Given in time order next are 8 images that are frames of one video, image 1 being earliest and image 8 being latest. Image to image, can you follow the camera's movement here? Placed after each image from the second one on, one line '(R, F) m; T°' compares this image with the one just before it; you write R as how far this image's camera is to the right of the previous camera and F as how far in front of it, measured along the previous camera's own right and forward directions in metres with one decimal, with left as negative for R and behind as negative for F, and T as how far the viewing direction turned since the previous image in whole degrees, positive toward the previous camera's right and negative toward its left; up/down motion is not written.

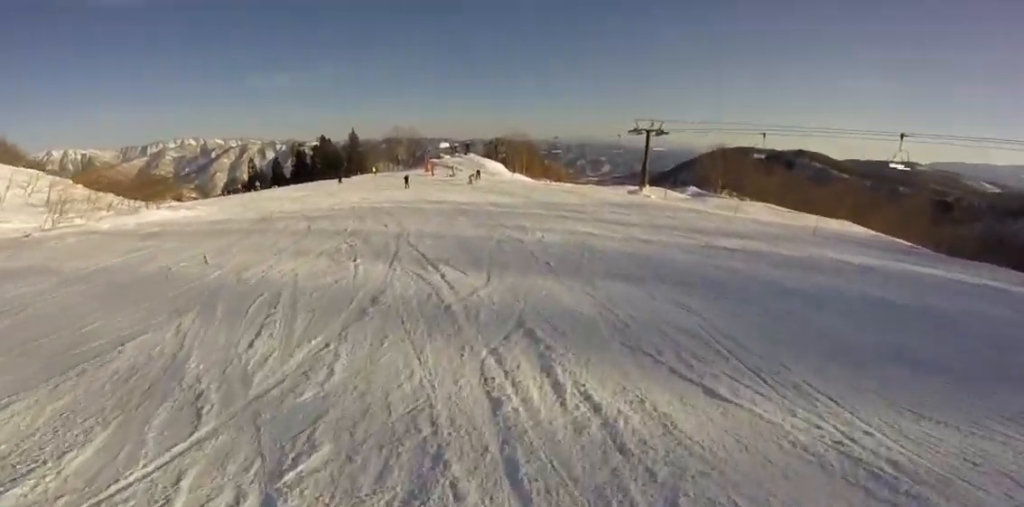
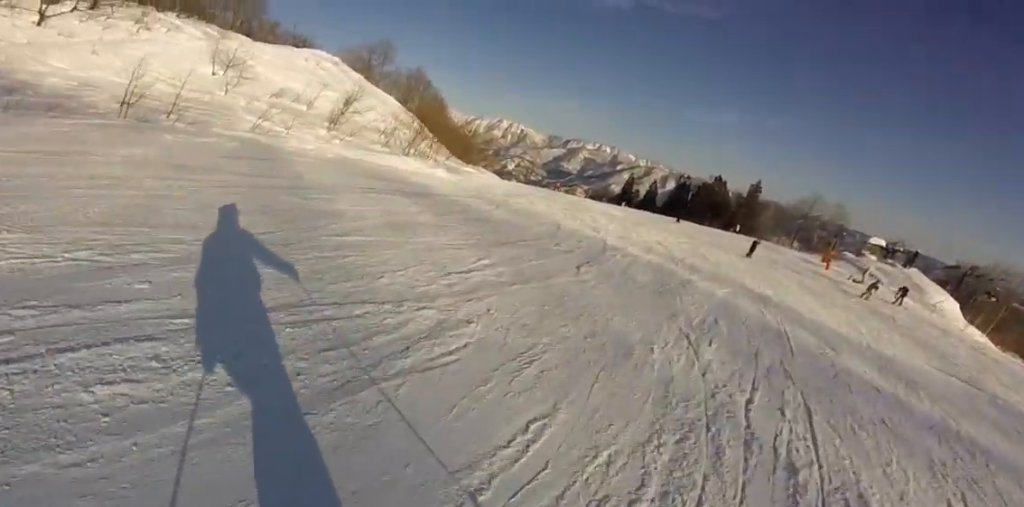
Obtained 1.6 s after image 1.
(-2.2, +7.7) m; -31°
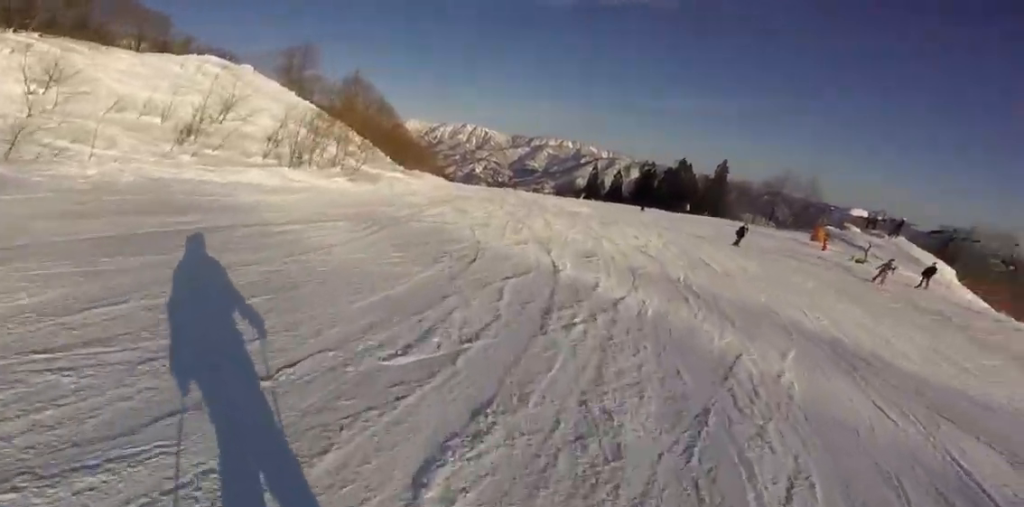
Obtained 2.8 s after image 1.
(-0.3, +4.7) m; +4°
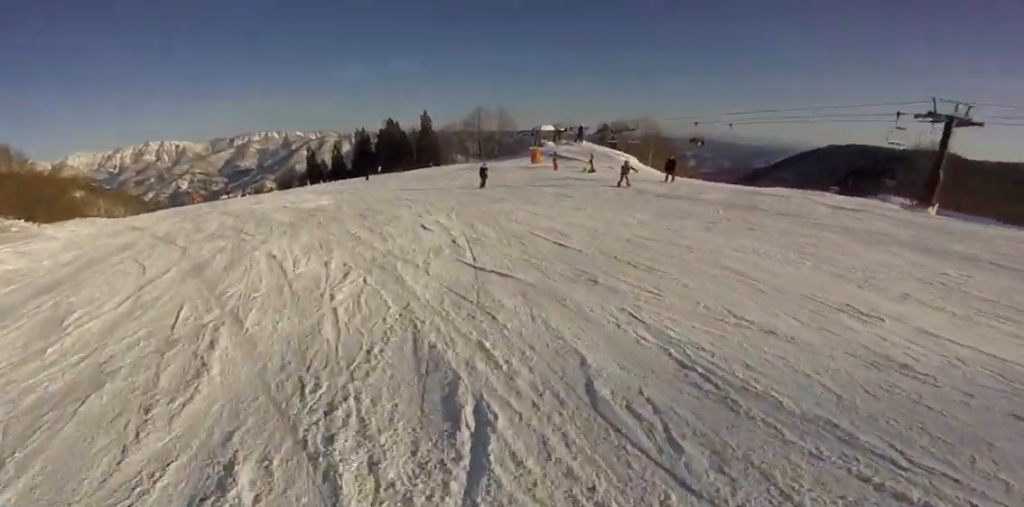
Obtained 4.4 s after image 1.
(+1.4, +5.7) m; +14°
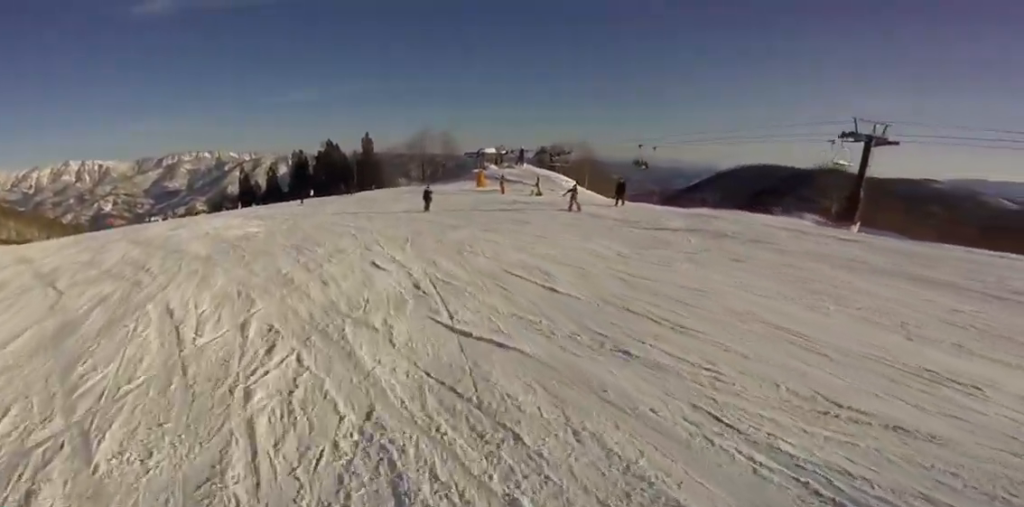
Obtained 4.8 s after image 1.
(0.0, +1.5) m; +2°
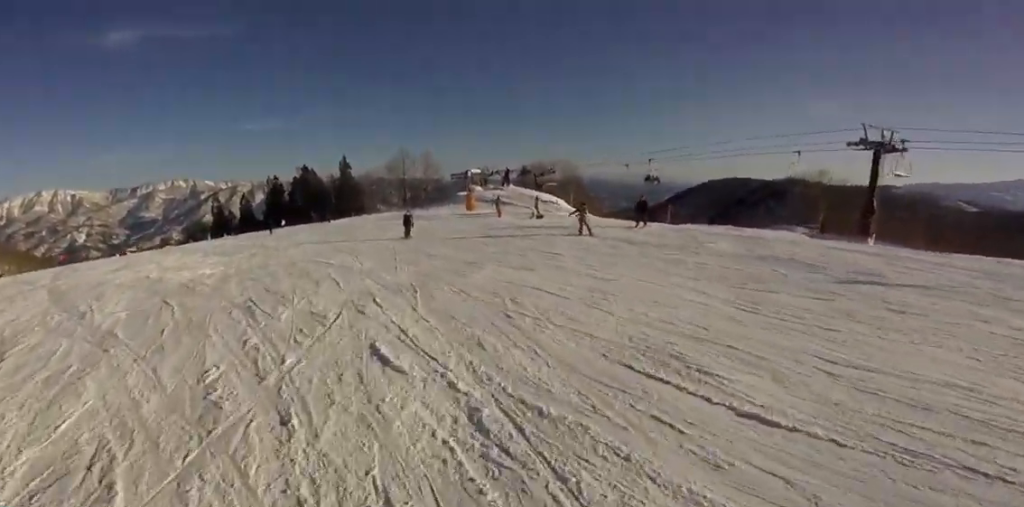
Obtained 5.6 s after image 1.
(-0.5, +2.7) m; +5°
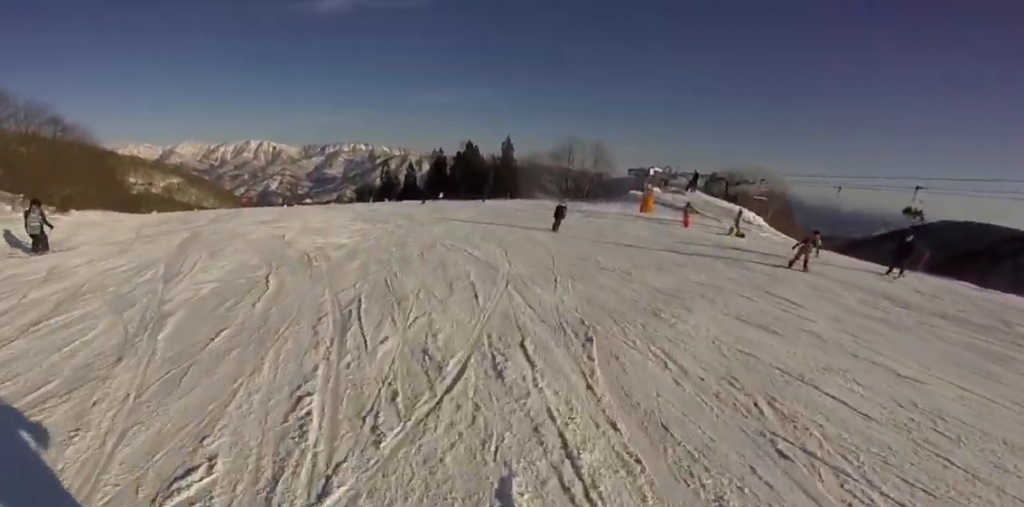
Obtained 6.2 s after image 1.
(+0.6, +2.2) m; -5°
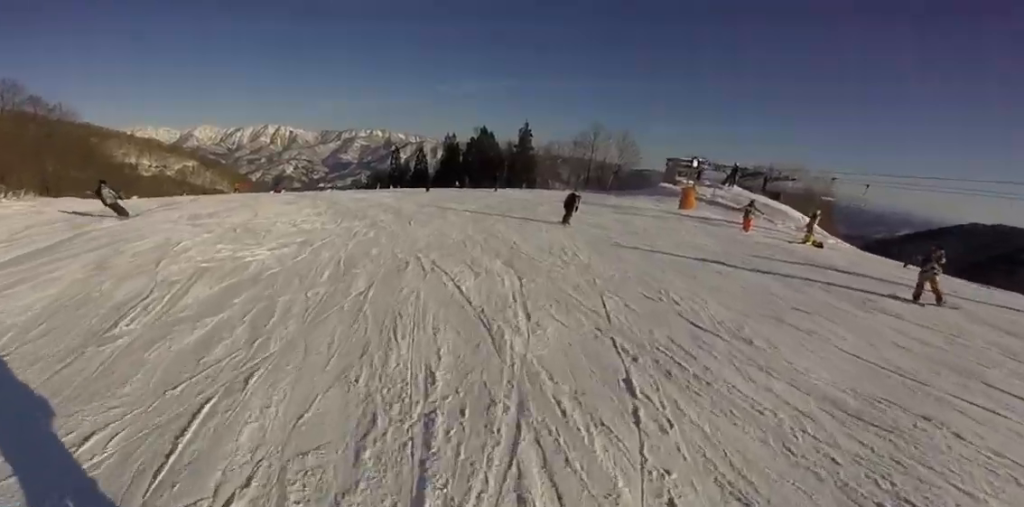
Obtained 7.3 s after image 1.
(-0.8, +3.9) m; -15°
